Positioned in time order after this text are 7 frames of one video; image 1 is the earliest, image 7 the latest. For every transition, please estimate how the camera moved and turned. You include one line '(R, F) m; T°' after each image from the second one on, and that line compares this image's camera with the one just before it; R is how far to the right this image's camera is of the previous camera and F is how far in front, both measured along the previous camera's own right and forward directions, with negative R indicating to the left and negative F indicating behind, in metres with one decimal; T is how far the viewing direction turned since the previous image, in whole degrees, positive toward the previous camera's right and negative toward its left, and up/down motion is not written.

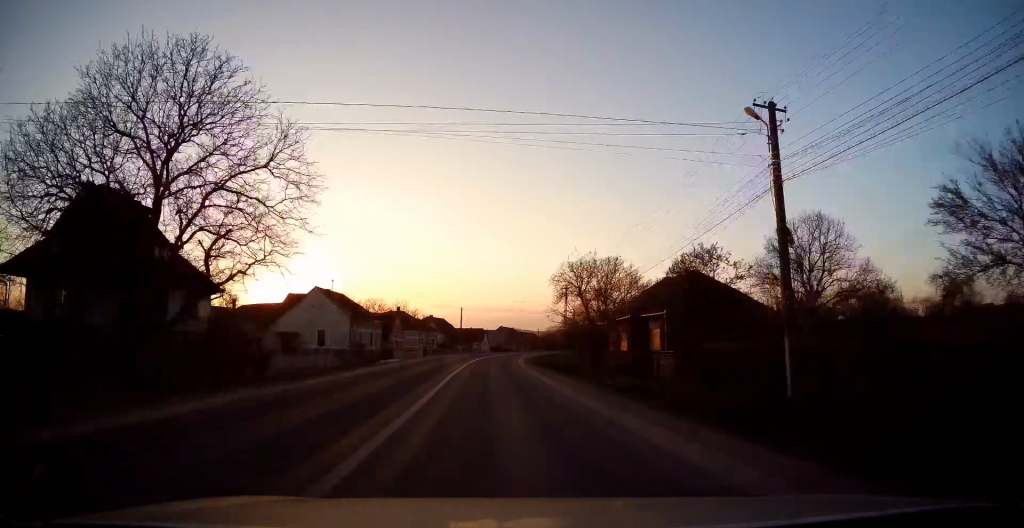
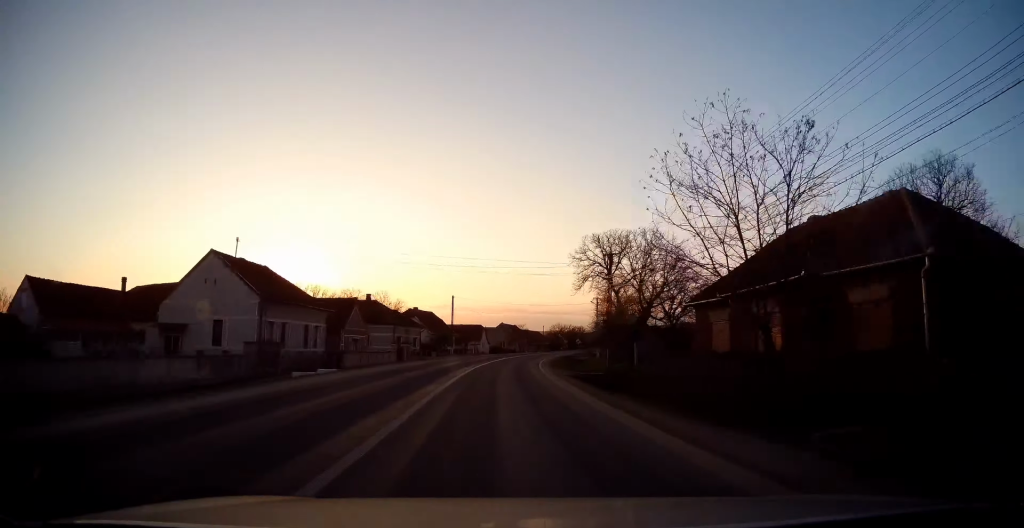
(0.0, +21.0) m; 0°
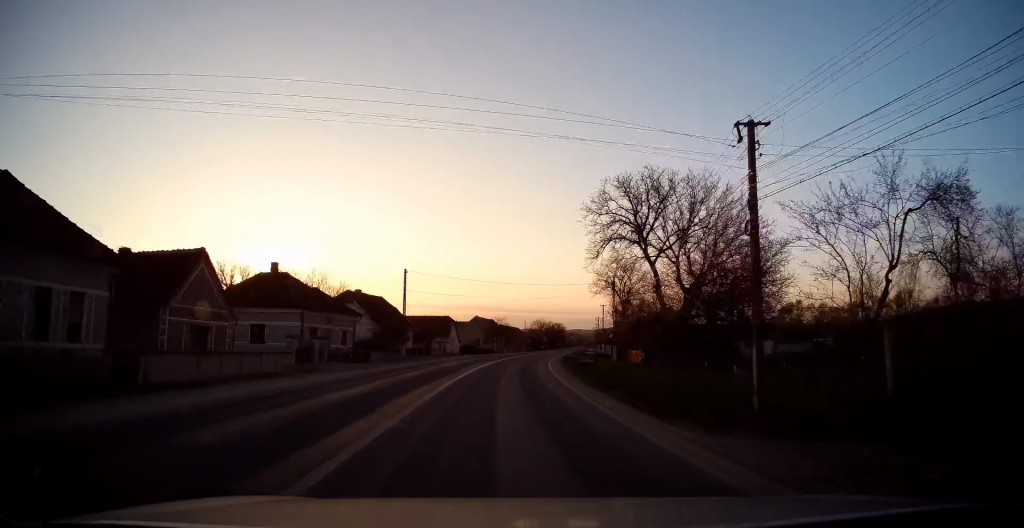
(+0.1, +22.4) m; +2°
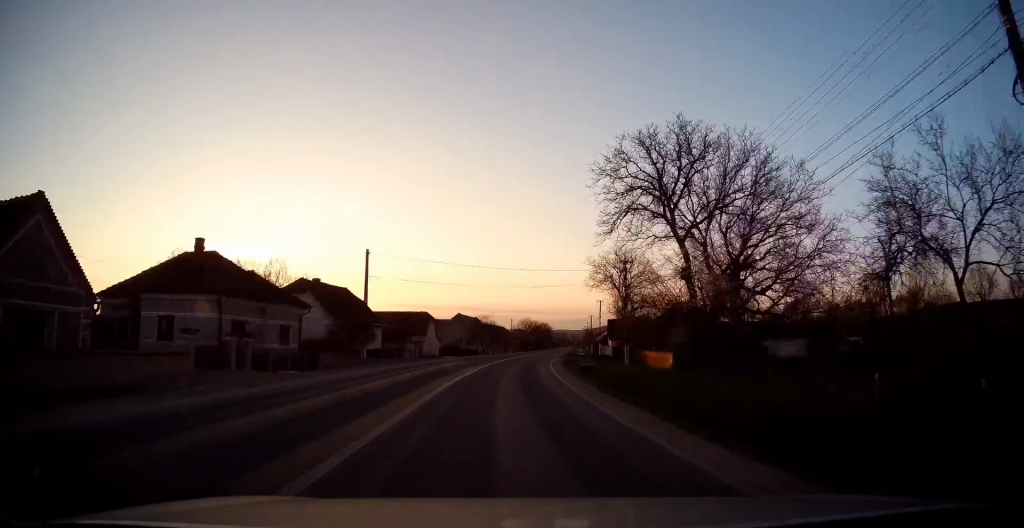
(-0.1, +9.5) m; +1°
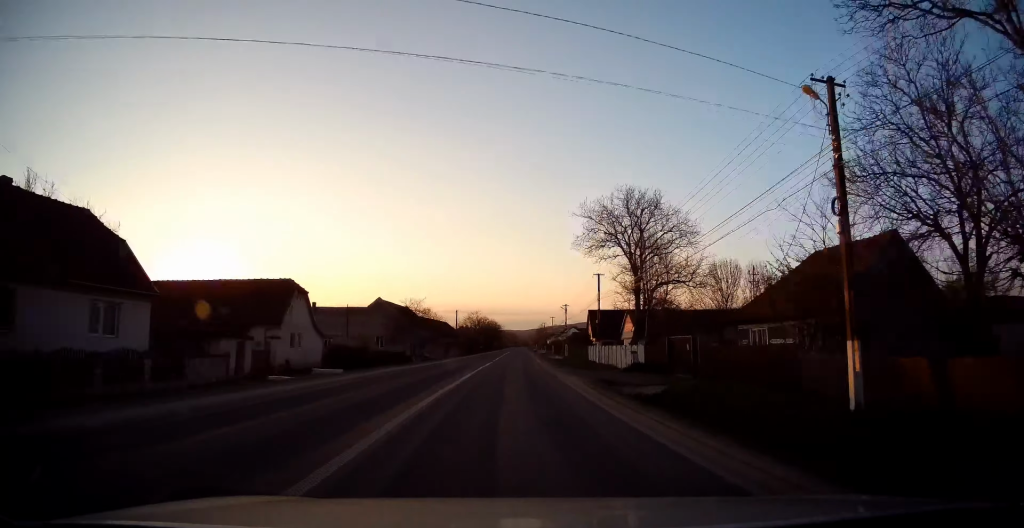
(+1.6, +30.9) m; +6°
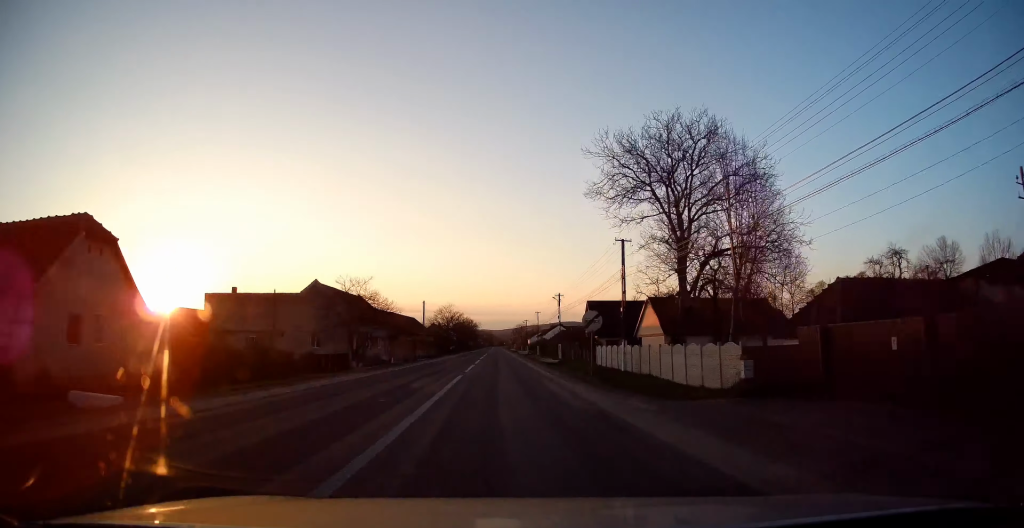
(+0.5, +16.8) m; +3°
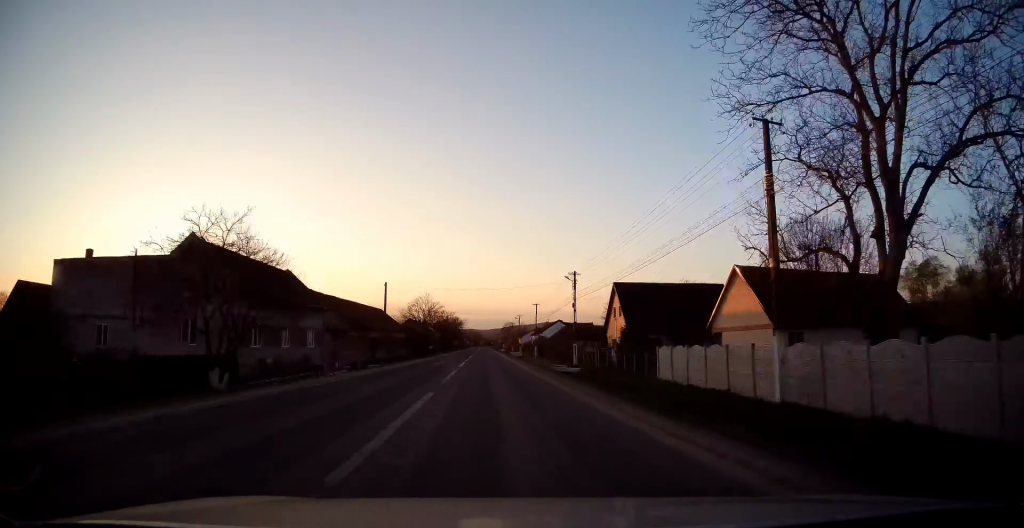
(+0.5, +20.0) m; +1°
